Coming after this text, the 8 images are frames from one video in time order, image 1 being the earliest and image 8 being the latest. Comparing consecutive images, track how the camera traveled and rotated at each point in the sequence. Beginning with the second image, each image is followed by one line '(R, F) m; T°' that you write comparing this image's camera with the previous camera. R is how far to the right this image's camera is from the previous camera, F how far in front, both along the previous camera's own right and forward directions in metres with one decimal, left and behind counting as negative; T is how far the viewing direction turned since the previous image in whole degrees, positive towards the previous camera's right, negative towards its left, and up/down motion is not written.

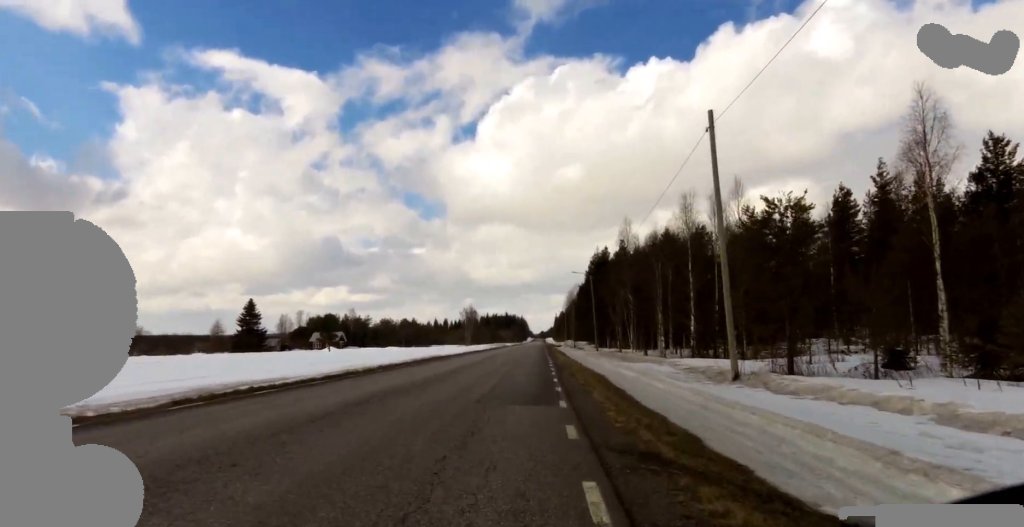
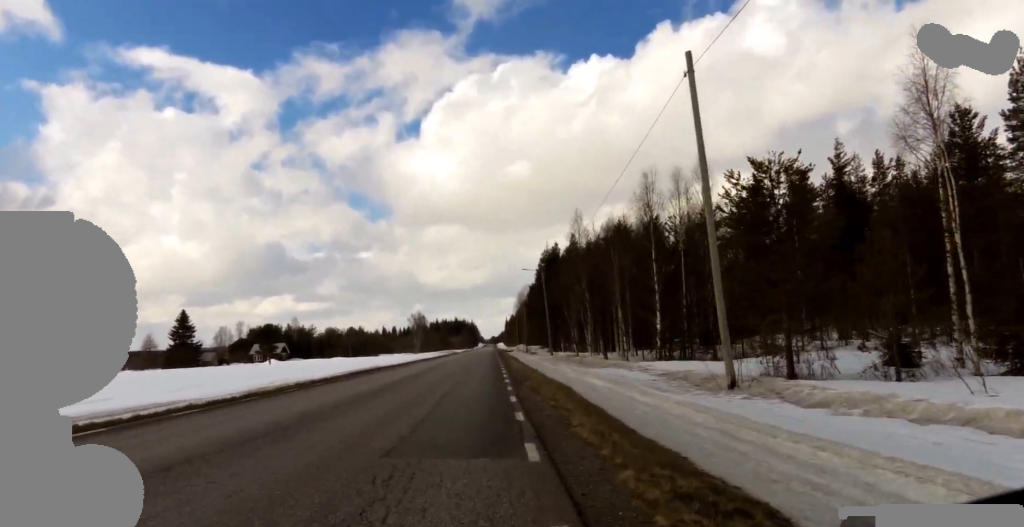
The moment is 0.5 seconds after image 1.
(0.0, +4.0) m; +1°
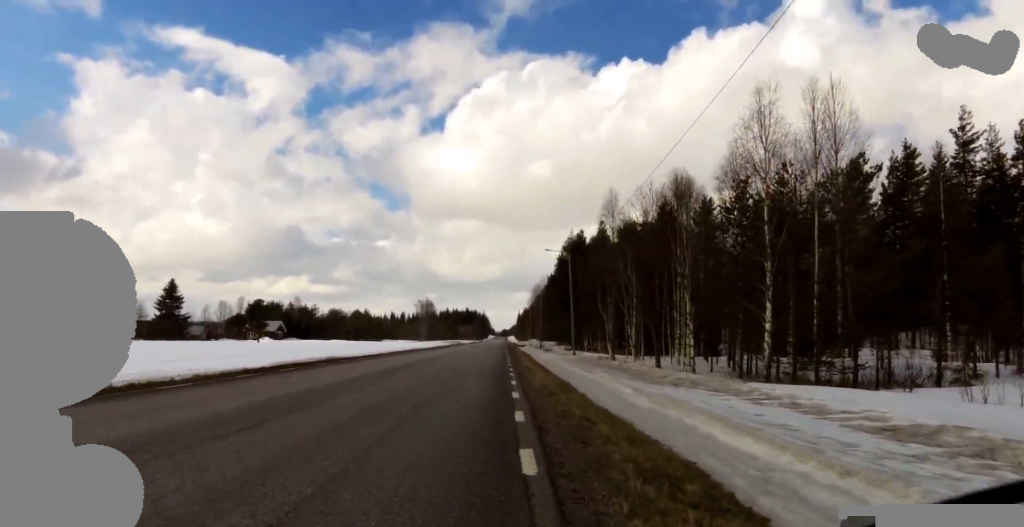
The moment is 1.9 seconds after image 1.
(+0.2, +12.4) m; +1°
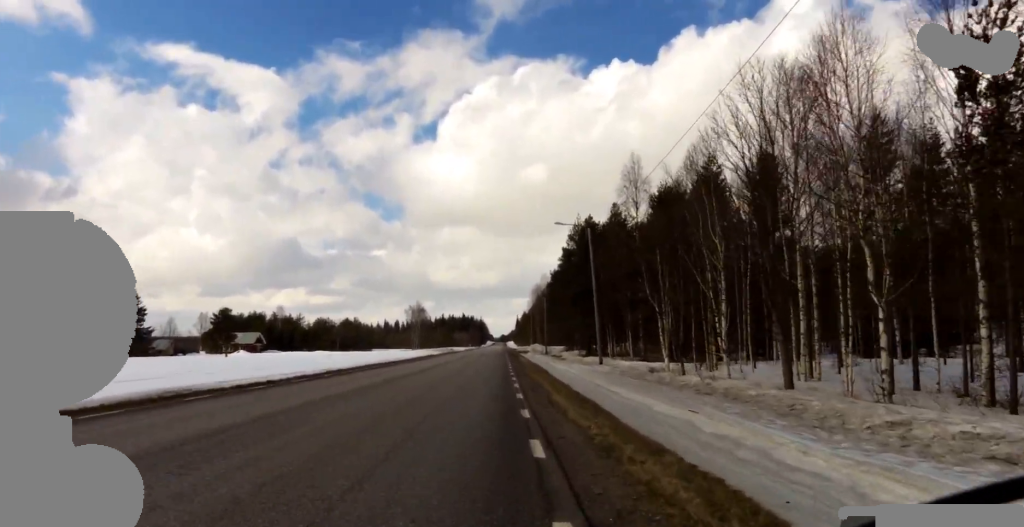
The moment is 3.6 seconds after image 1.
(0.0, +13.8) m; +1°
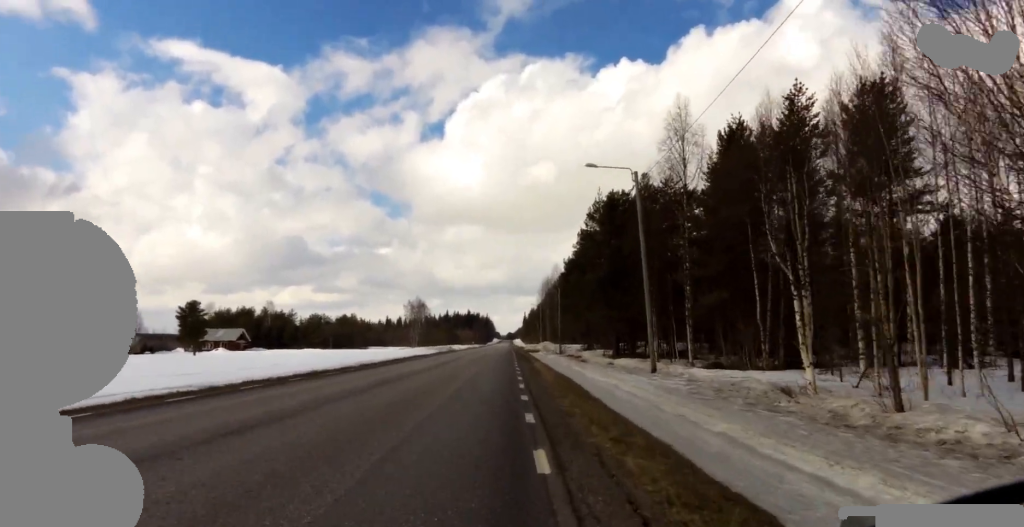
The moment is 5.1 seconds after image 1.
(0.0, +12.3) m; -1°
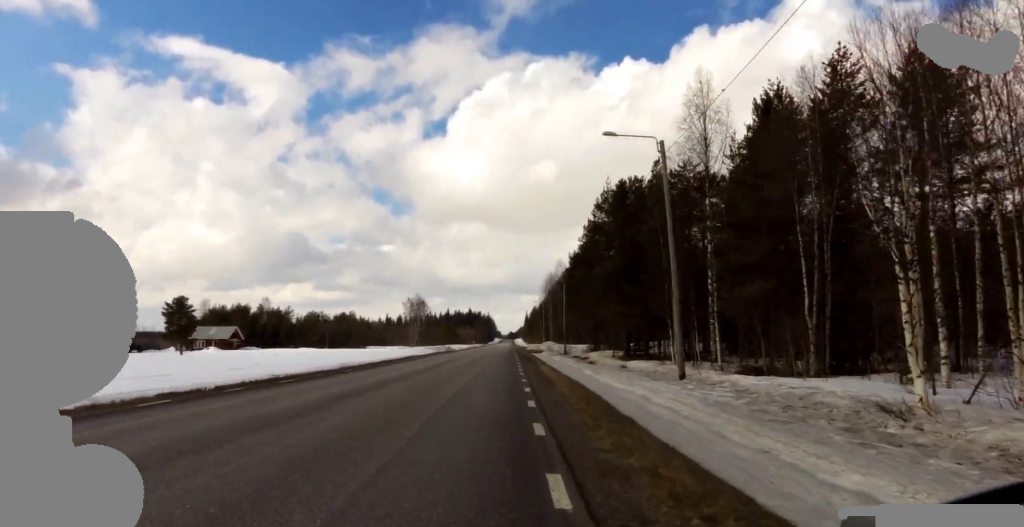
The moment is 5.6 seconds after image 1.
(-0.1, +3.9) m; 0°
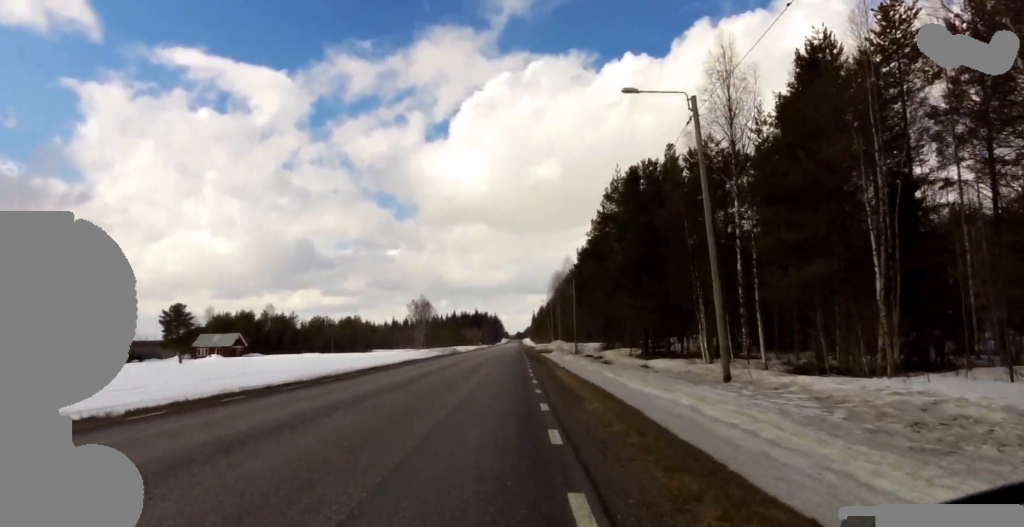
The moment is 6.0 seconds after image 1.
(0.0, +3.6) m; 0°
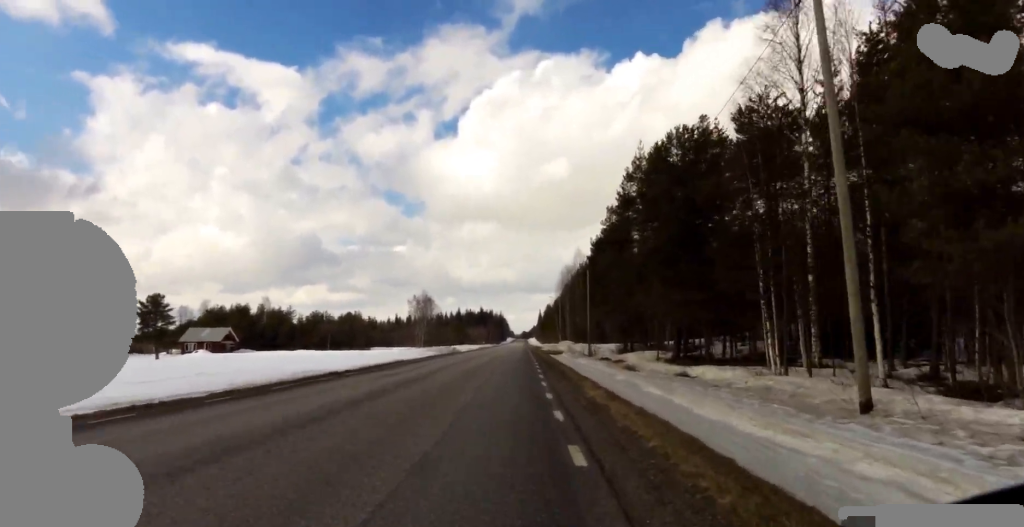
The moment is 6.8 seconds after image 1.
(+0.2, +6.9) m; 0°
